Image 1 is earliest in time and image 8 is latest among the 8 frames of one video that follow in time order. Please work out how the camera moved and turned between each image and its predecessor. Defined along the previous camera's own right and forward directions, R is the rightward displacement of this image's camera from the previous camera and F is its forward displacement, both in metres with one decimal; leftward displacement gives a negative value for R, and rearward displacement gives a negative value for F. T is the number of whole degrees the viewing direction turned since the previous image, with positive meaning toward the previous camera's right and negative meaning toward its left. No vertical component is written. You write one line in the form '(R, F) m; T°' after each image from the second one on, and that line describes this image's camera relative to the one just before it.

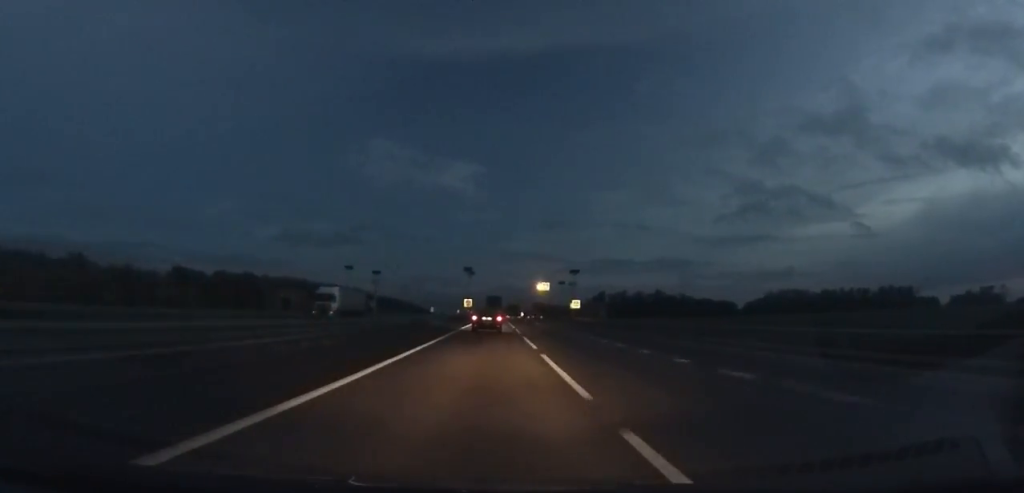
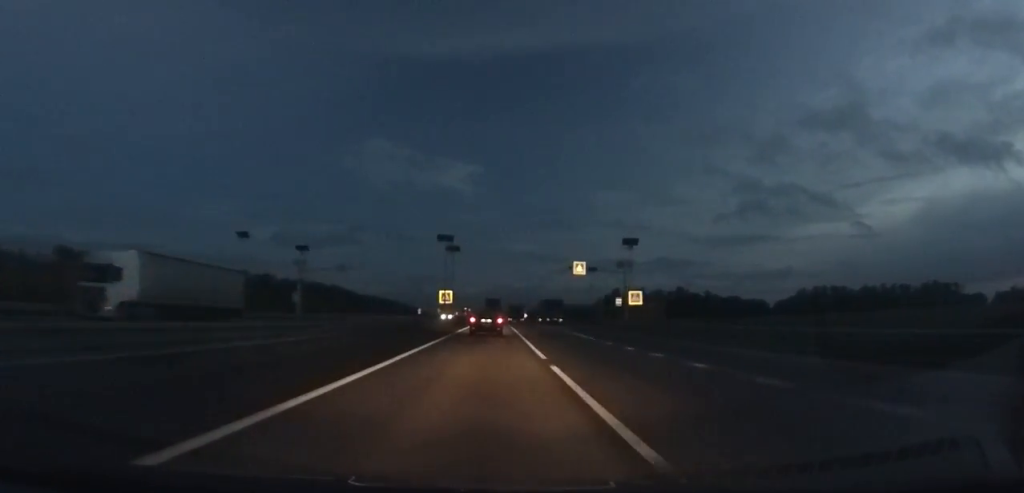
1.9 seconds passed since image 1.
(0.0, +40.4) m; 0°
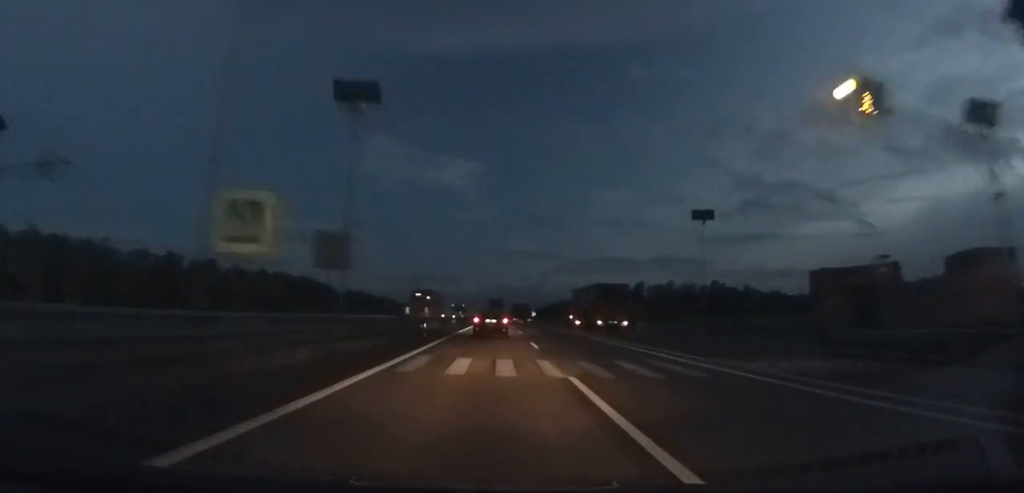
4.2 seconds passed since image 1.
(0.0, +47.8) m; 0°
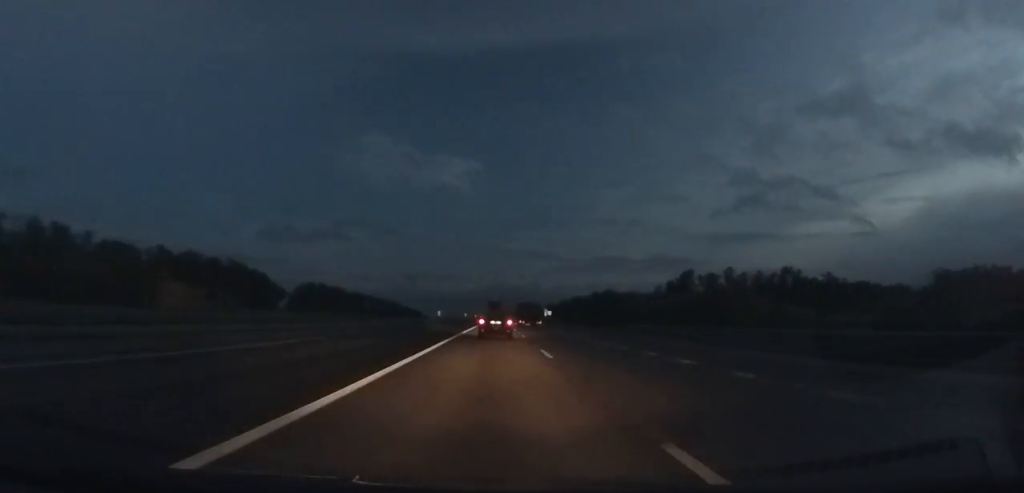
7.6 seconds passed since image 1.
(-0.1, +68.8) m; 0°
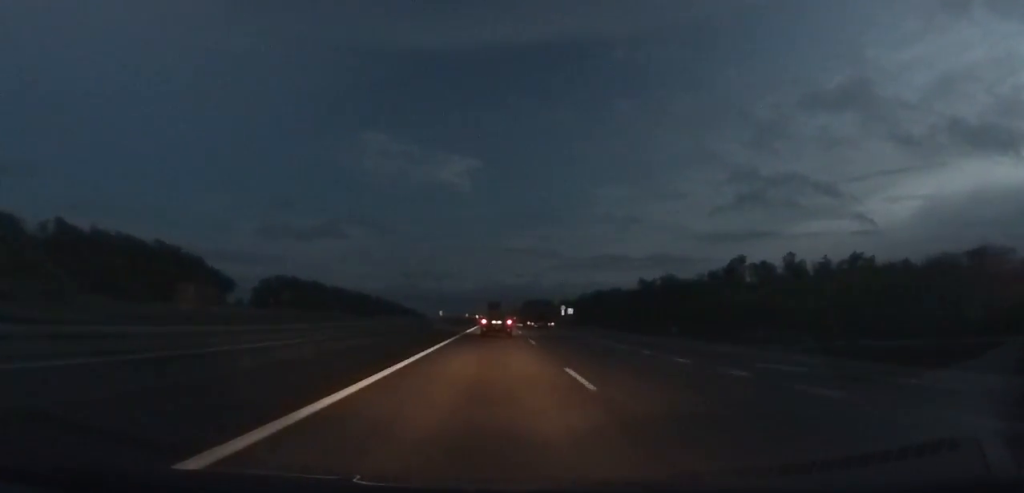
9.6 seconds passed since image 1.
(-0.1, +40.1) m; 0°
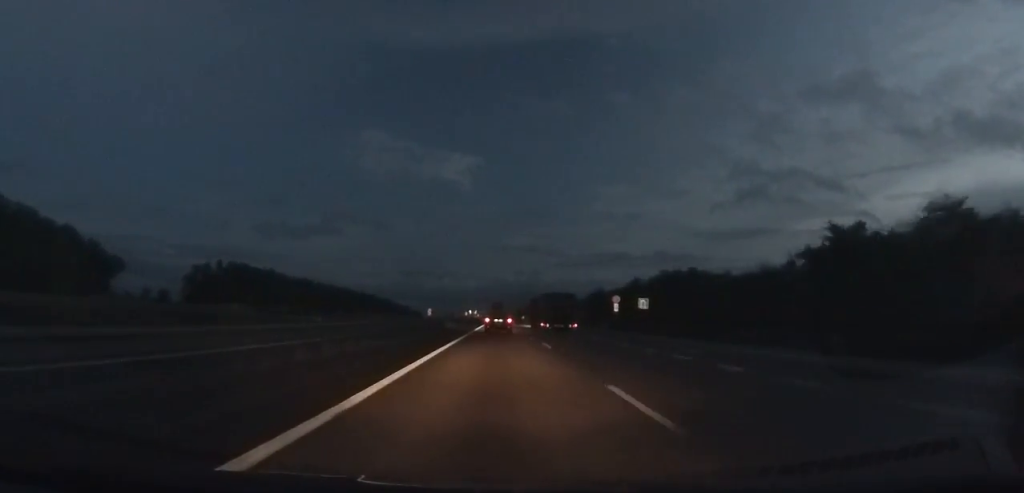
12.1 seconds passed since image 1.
(0.0, +50.7) m; 0°
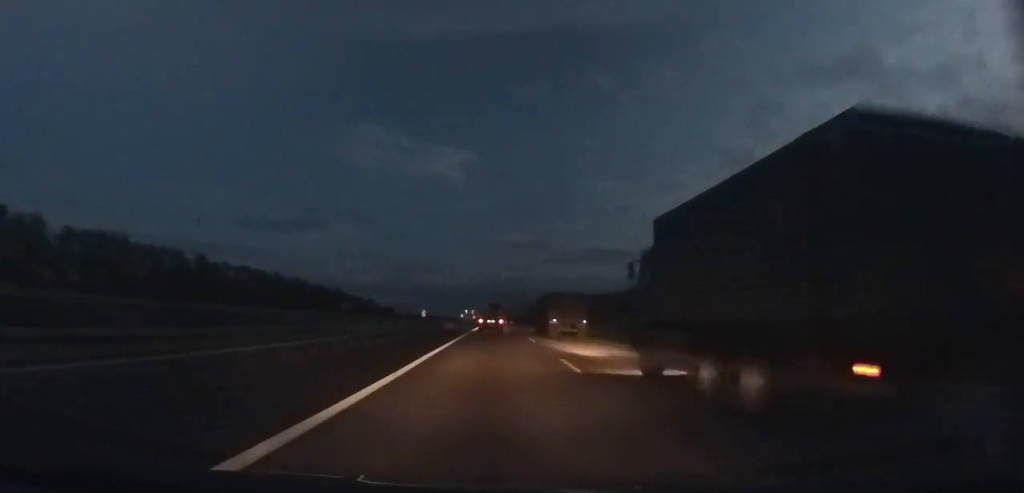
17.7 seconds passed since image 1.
(-0.1, +121.8) m; 0°
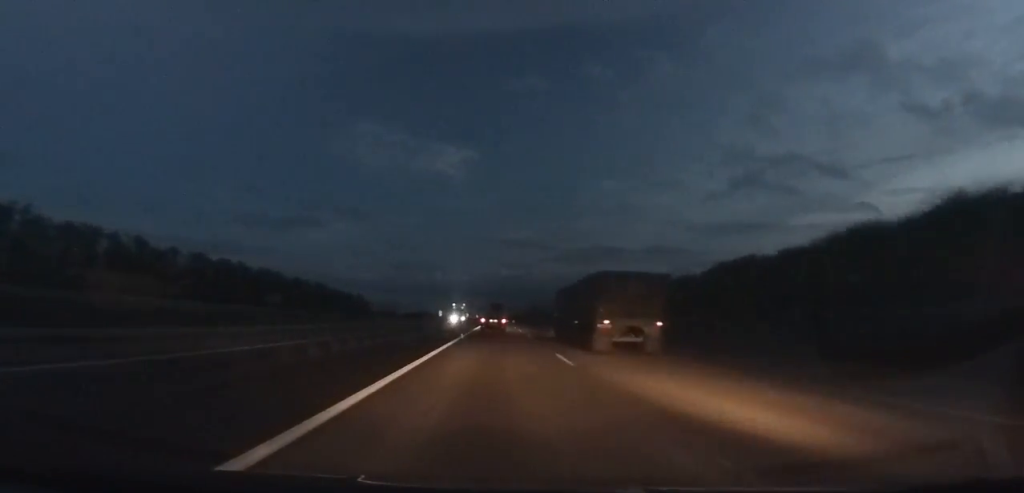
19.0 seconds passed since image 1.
(0.0, +30.4) m; 0°
